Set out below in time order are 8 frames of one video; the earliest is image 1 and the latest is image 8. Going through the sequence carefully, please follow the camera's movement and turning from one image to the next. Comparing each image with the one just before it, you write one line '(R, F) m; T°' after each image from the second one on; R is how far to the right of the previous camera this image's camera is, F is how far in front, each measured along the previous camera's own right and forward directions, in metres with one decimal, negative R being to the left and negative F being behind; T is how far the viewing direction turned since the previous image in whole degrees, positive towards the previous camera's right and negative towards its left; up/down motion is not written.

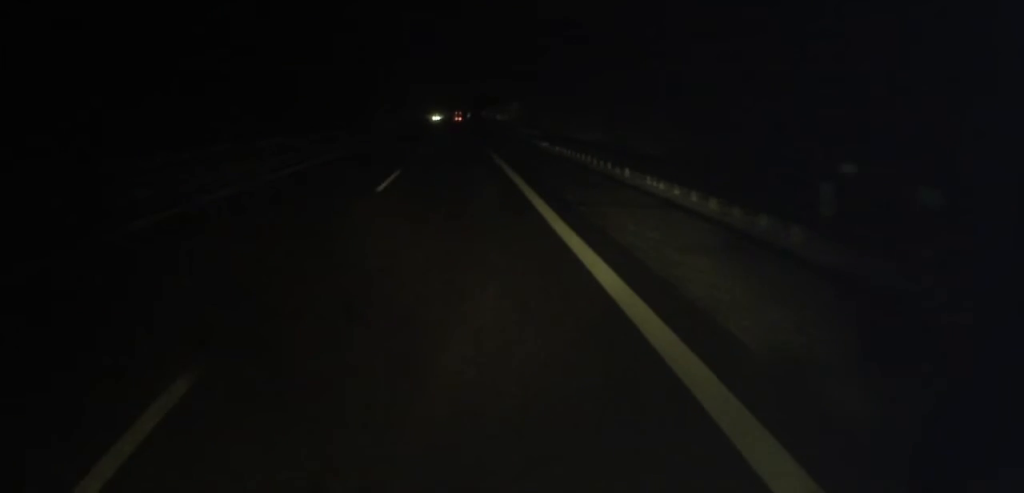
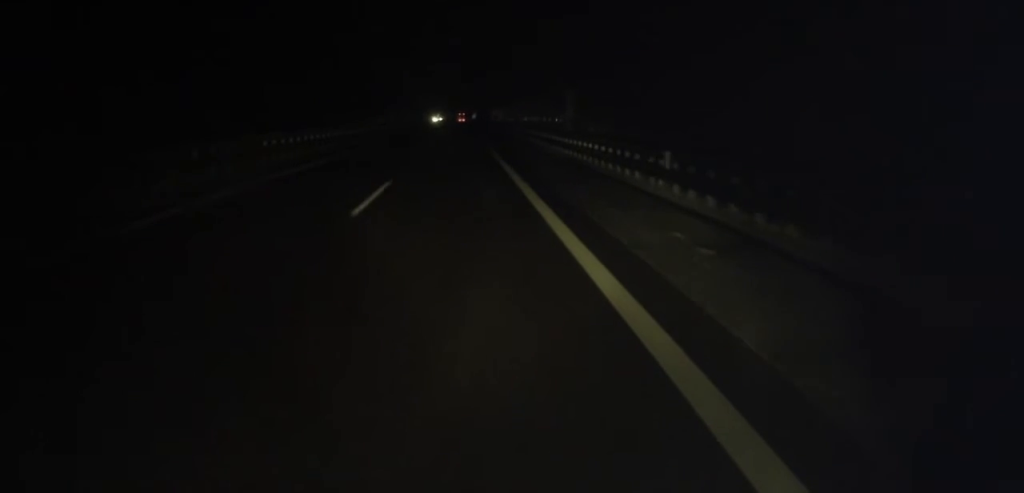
(-0.8, +39.5) m; -1°
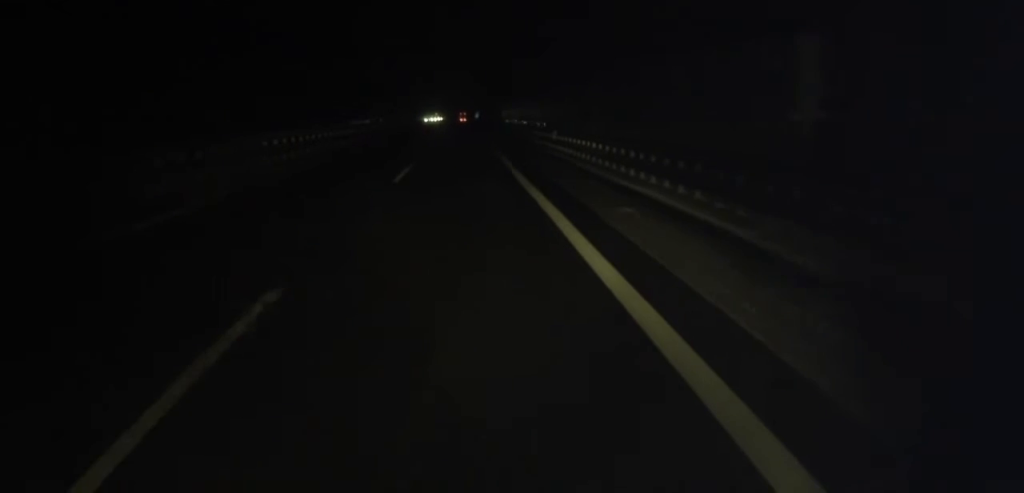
(+0.5, +29.5) m; +1°
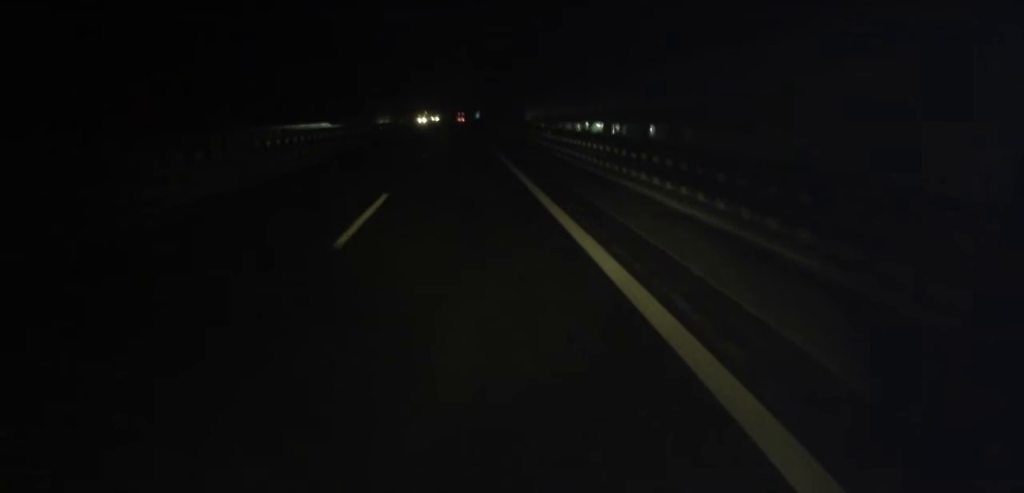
(-0.8, +45.5) m; -1°
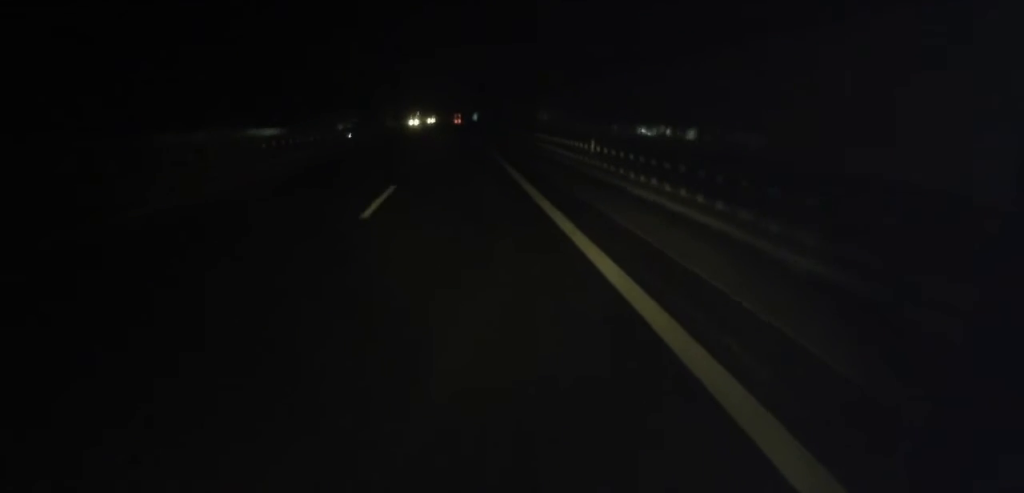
(+0.1, +14.8) m; 0°
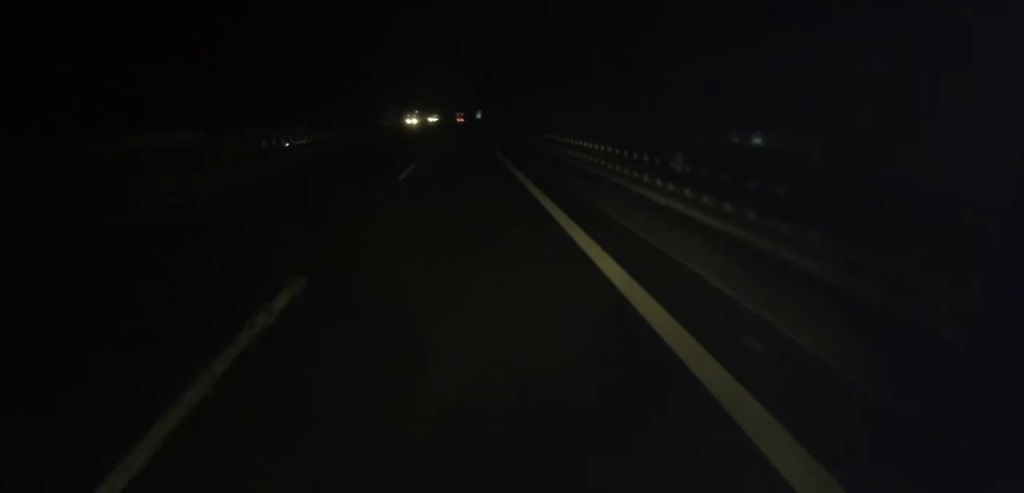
(+0.2, +10.8) m; 0°
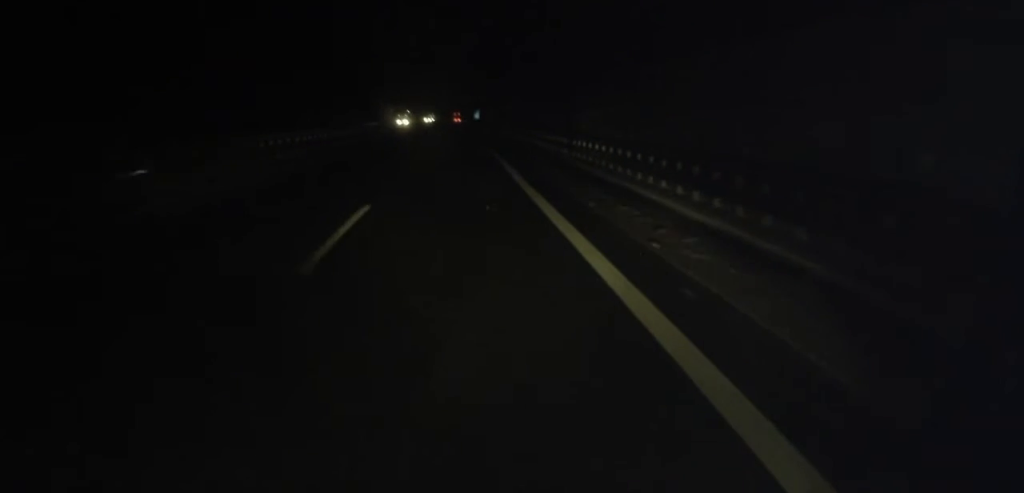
(-0.1, +11.6) m; 0°
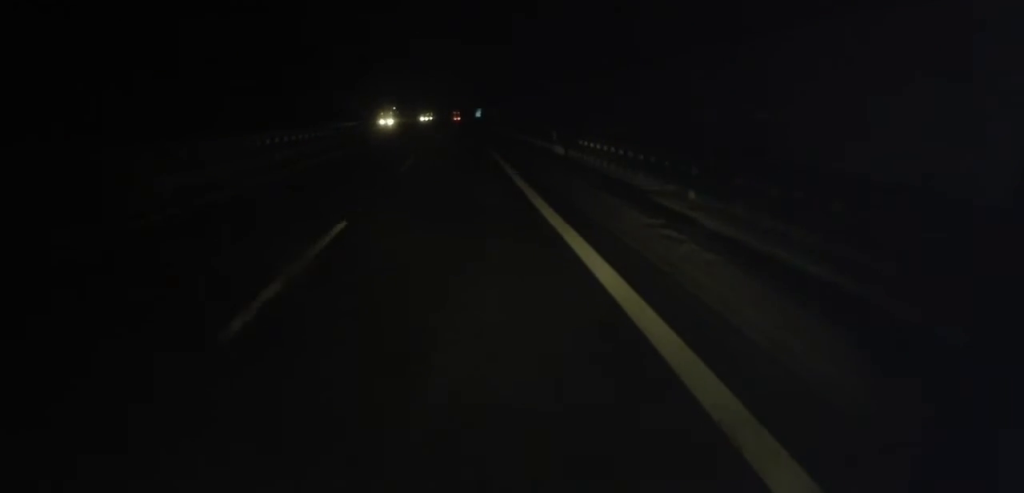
(-0.3, +20.2) m; -1°
